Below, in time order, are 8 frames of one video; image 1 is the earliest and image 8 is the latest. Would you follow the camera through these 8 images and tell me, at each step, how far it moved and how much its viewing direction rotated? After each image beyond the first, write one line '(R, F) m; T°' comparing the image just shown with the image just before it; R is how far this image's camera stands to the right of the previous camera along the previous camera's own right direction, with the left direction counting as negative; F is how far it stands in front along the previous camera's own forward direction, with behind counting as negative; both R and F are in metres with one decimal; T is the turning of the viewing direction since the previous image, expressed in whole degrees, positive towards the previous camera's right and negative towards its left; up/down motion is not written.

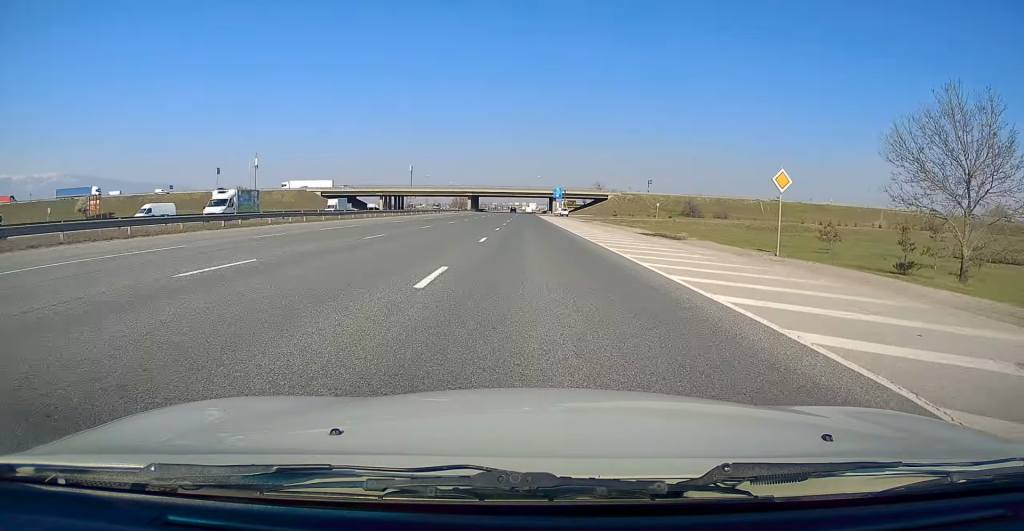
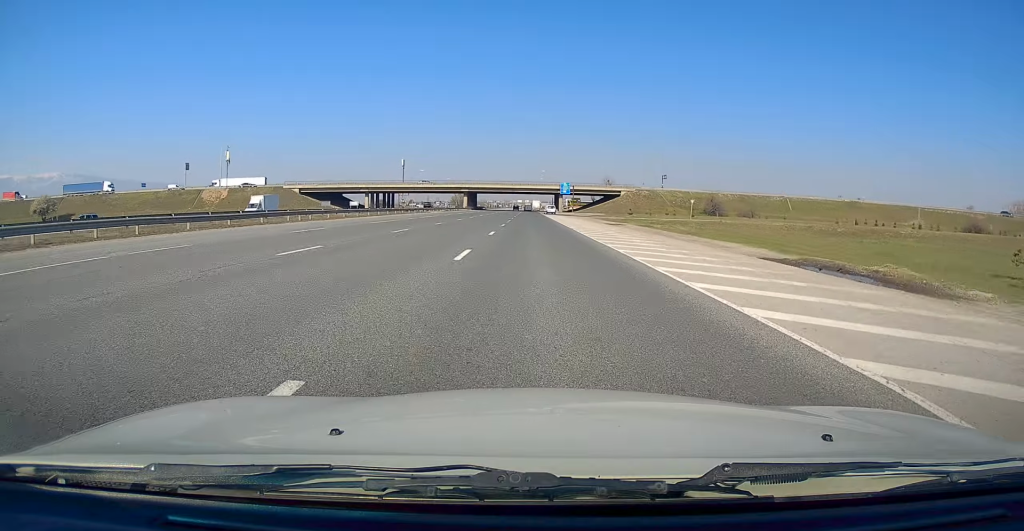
(0.0, +19.5) m; 0°
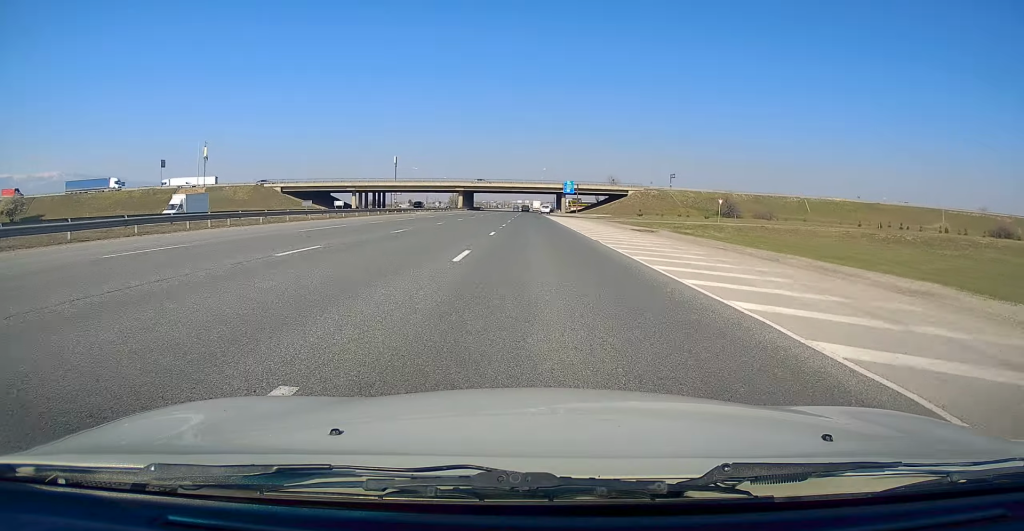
(0.0, +12.1) m; -1°
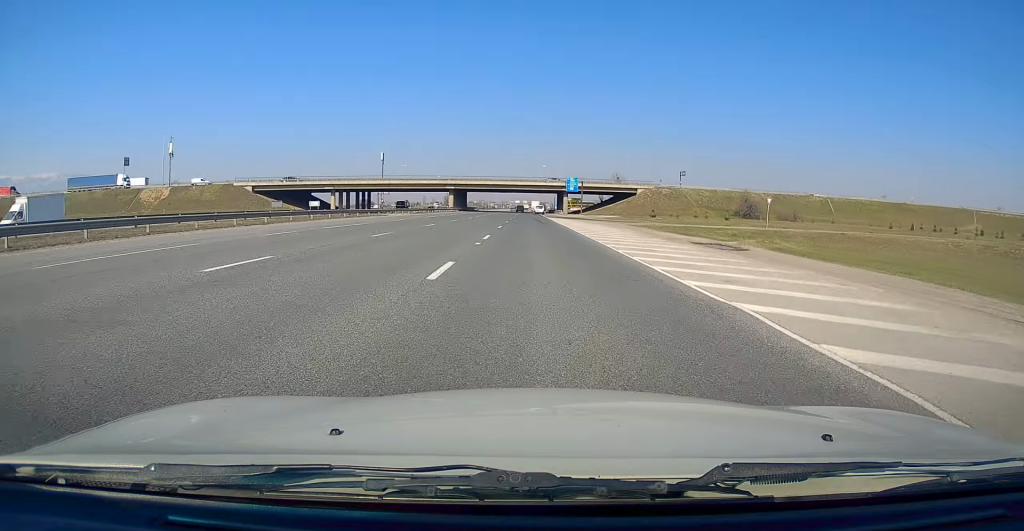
(-0.4, +15.0) m; 0°
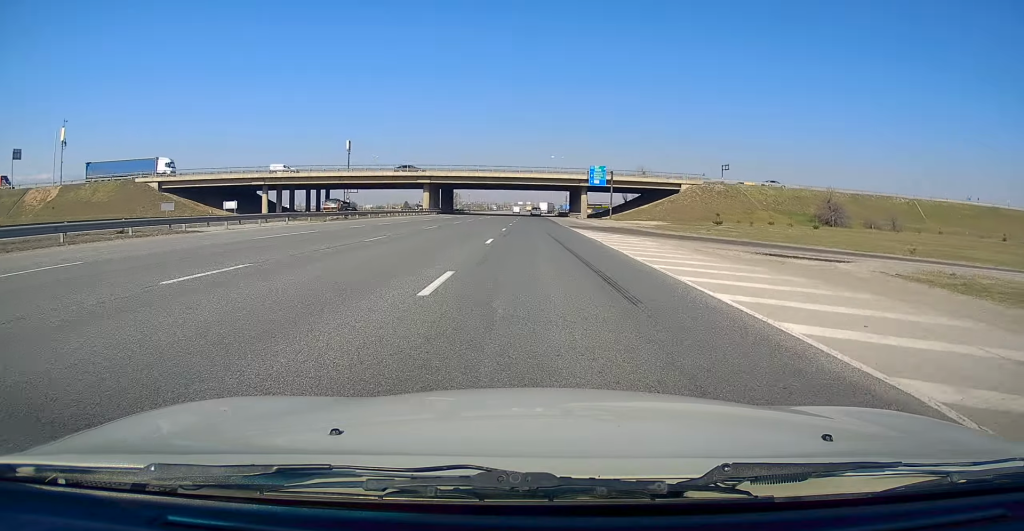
(+0.9, +37.4) m; +2°
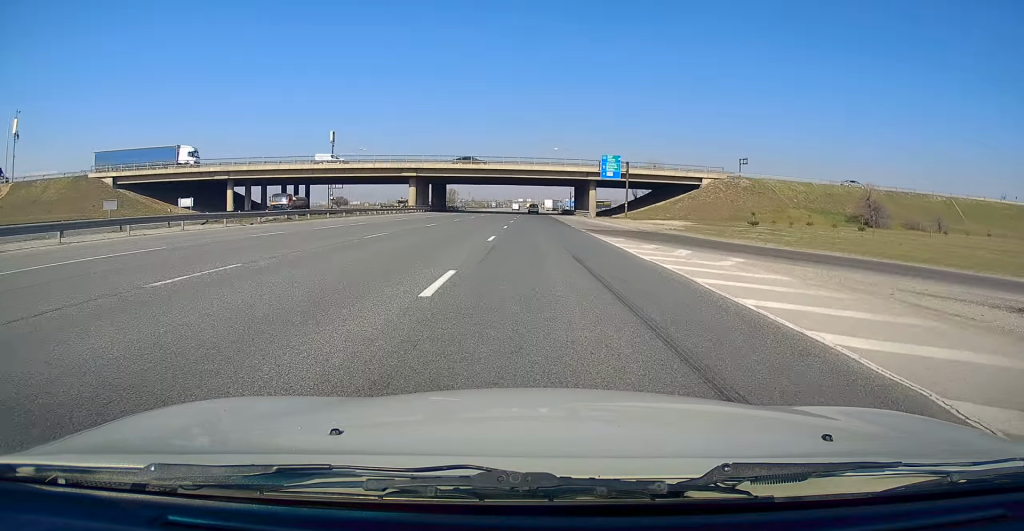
(+0.1, +12.2) m; -1°
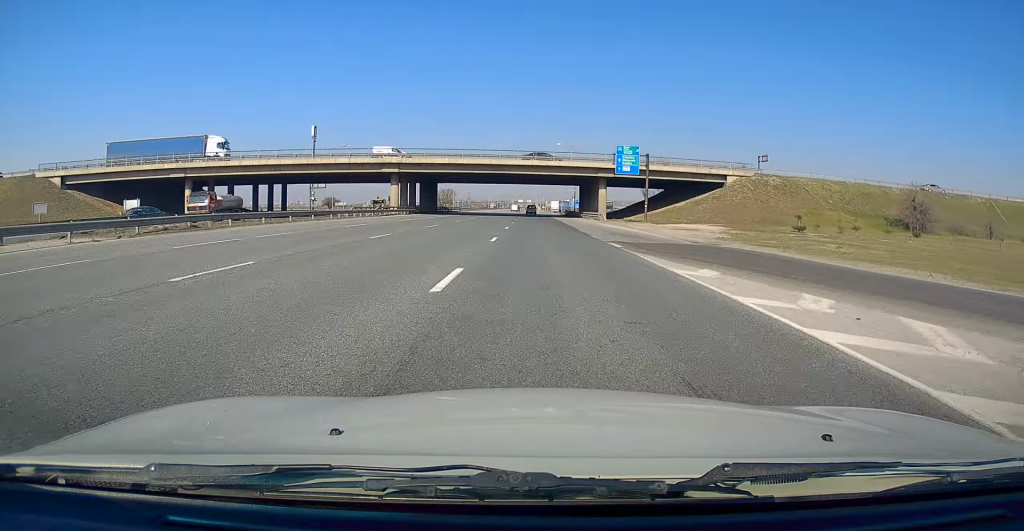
(-0.2, +11.5) m; 0°
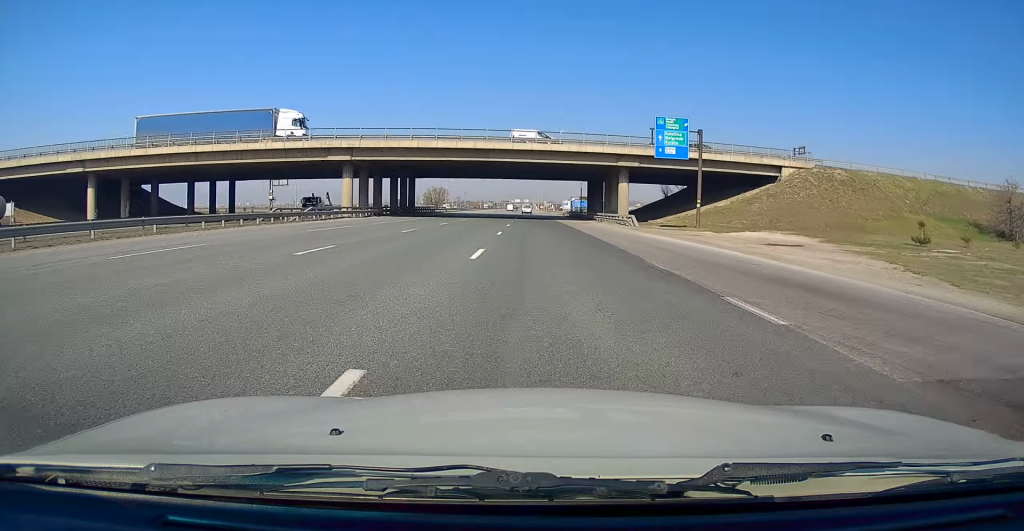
(0.0, +18.7) m; 0°
